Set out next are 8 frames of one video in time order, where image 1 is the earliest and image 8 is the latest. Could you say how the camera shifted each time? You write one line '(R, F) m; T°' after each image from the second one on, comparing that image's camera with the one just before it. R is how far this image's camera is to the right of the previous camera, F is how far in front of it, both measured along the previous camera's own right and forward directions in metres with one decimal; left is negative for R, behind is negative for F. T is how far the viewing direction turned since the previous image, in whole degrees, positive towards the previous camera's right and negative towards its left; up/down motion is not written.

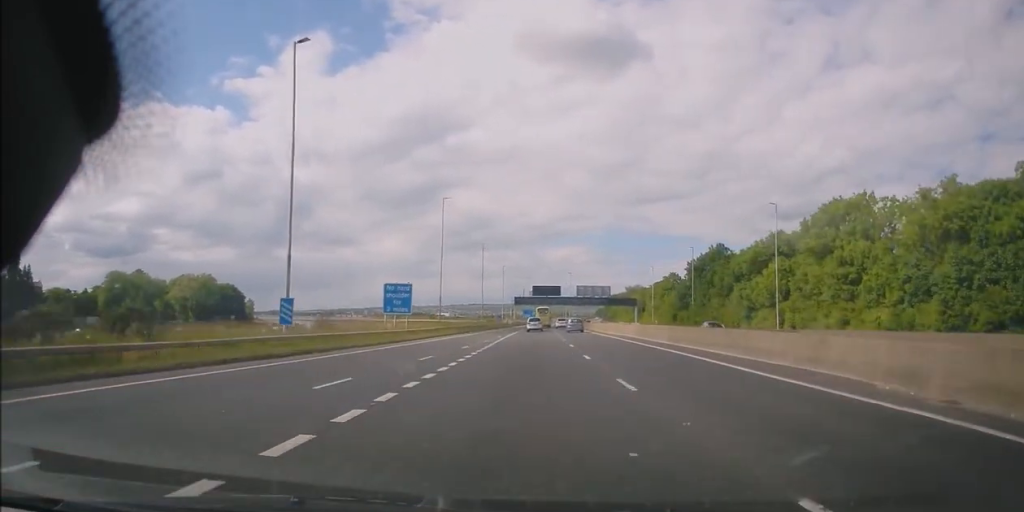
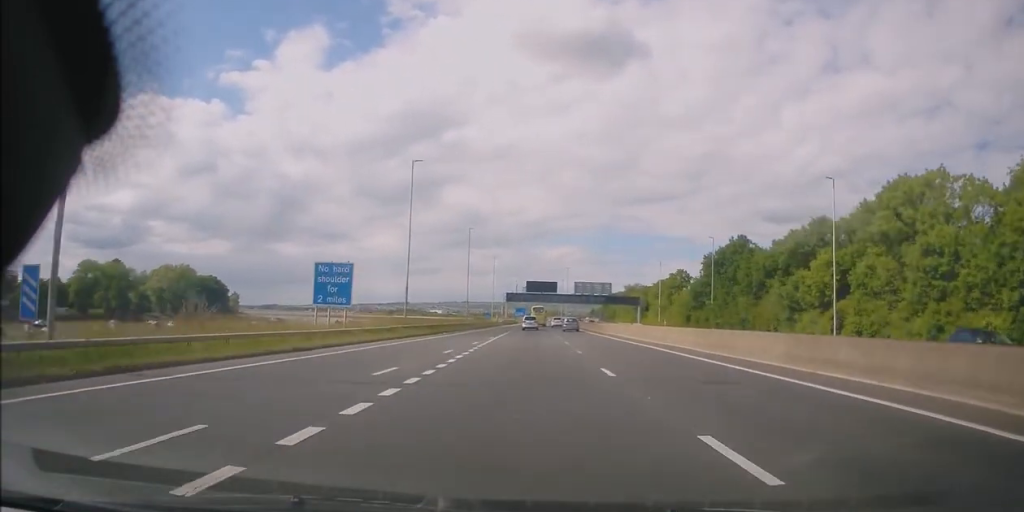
(0.0, +15.5) m; +1°
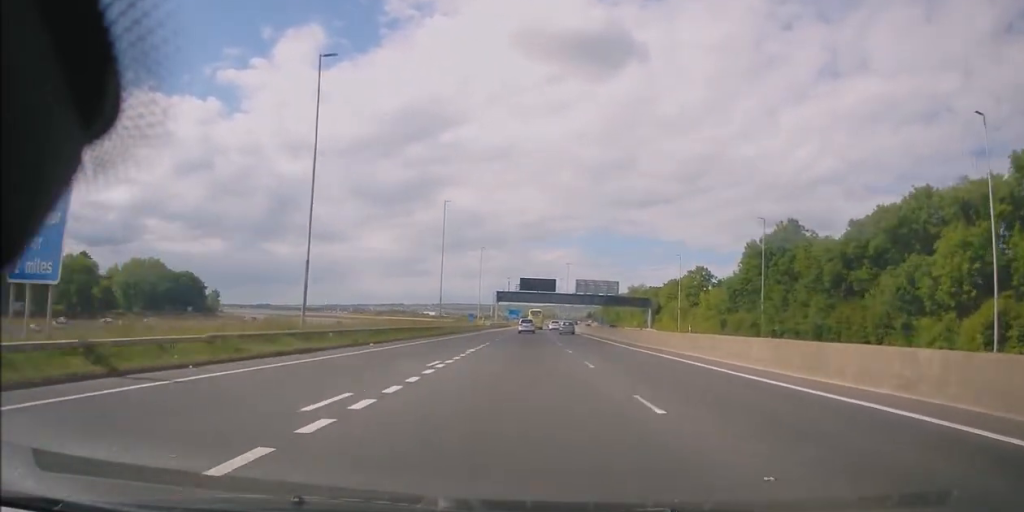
(+0.6, +23.2) m; +2°
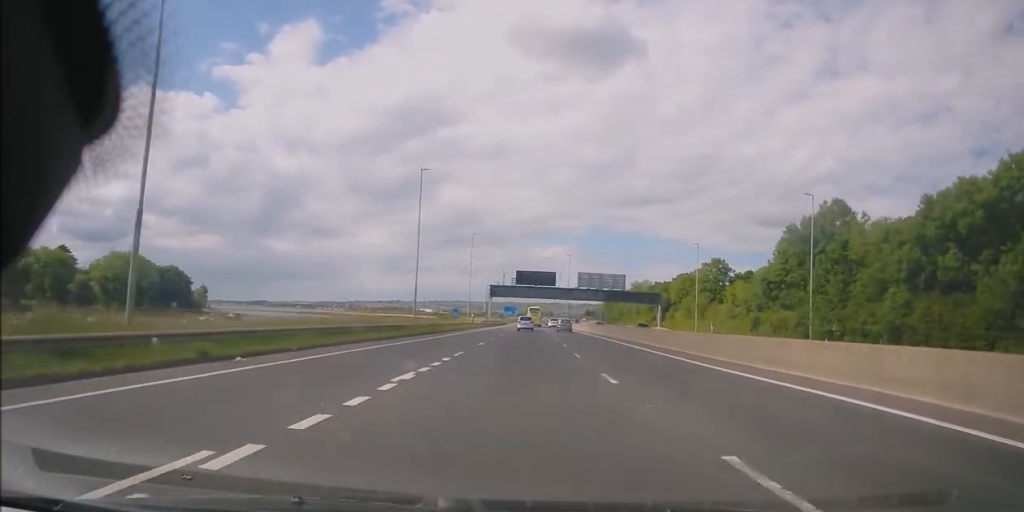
(+0.1, +14.1) m; 0°
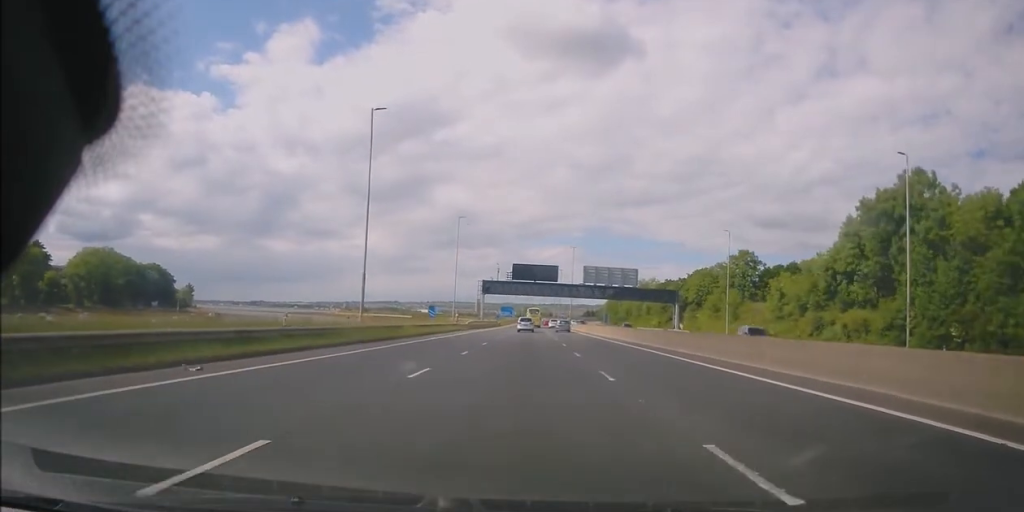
(0.0, +17.6) m; 0°
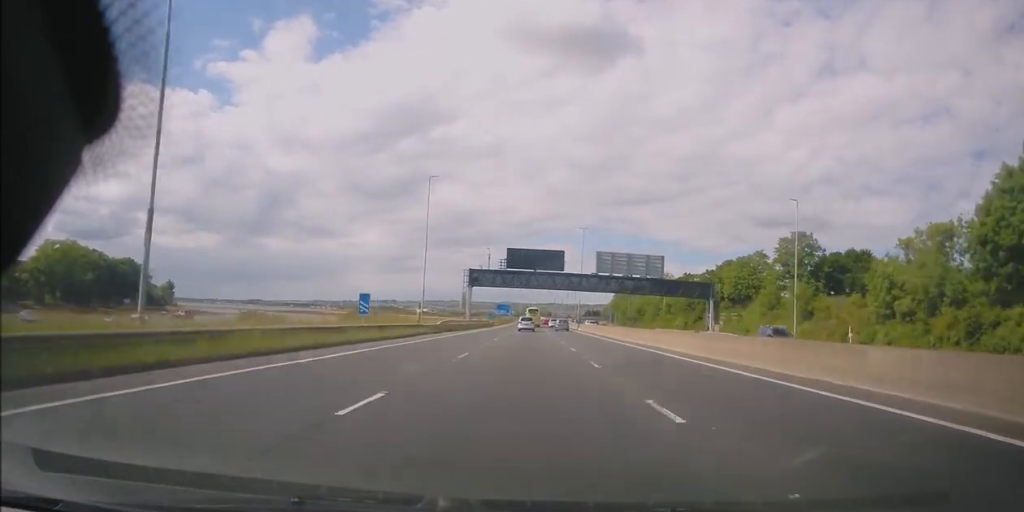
(-0.2, +23.6) m; 0°
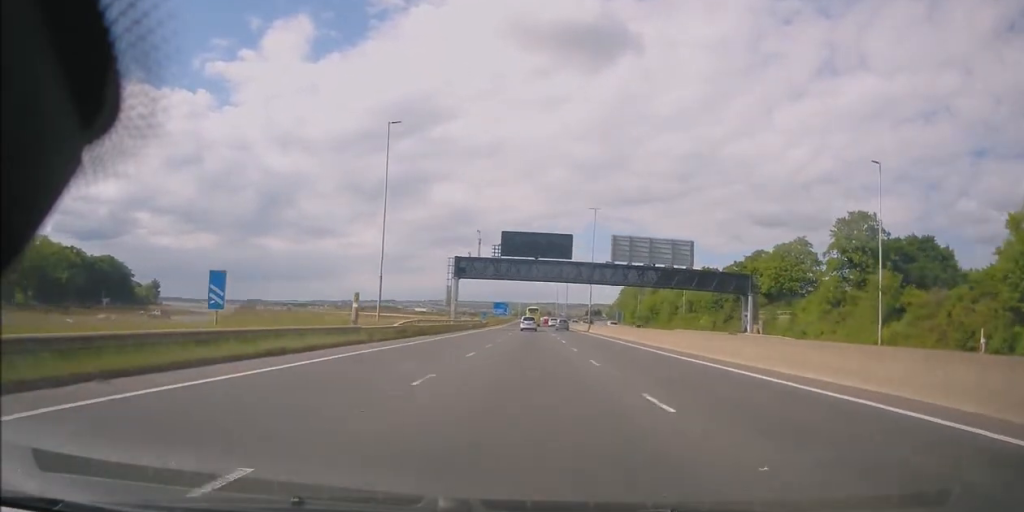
(+0.1, +17.2) m; +1°
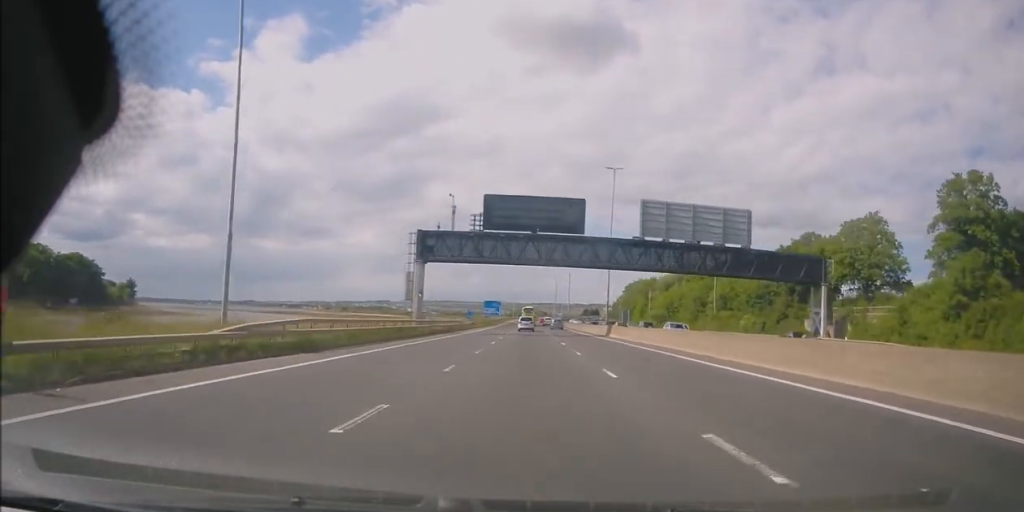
(+0.2, +21.7) m; 0°
